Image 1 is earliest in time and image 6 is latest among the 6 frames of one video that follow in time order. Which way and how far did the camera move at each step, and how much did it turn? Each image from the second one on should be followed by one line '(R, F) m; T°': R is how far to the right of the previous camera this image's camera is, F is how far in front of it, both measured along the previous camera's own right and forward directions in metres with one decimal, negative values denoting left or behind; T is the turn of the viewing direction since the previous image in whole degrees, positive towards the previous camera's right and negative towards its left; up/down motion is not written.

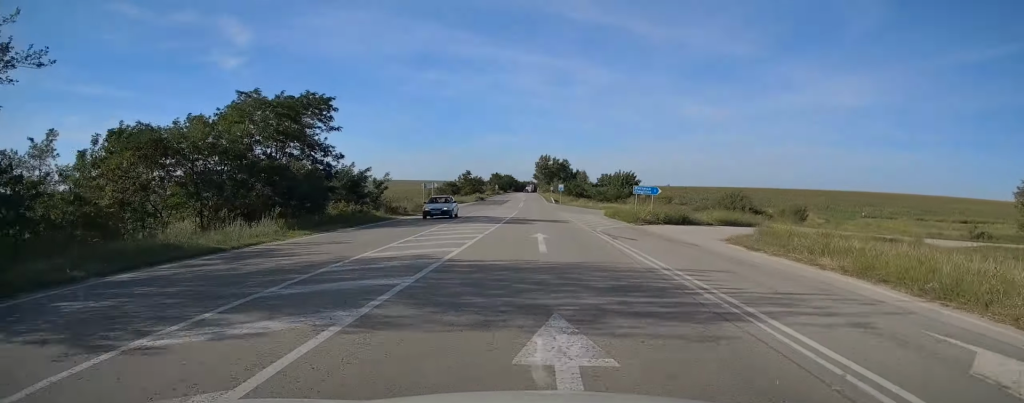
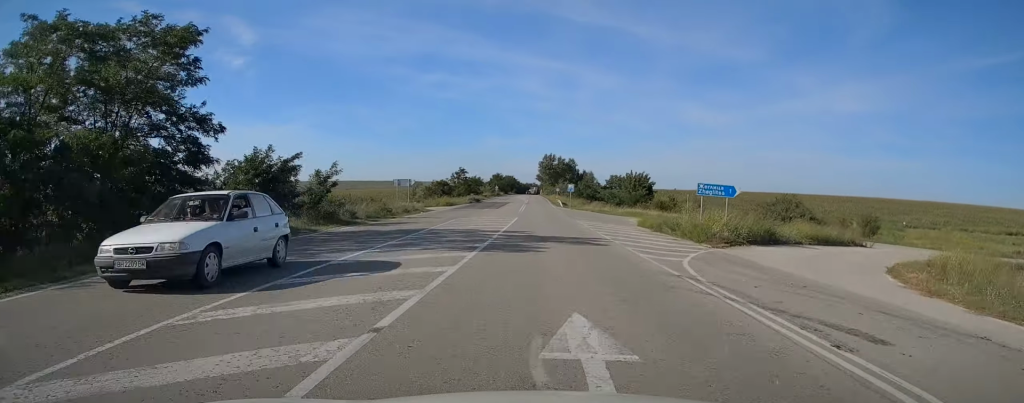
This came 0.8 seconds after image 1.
(-0.1, +14.6) m; 0°
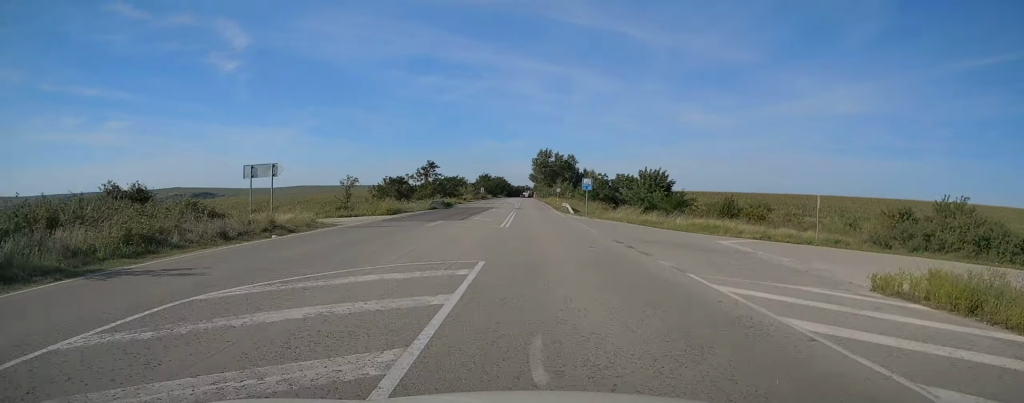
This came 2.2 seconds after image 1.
(+0.1, +26.6) m; 0°
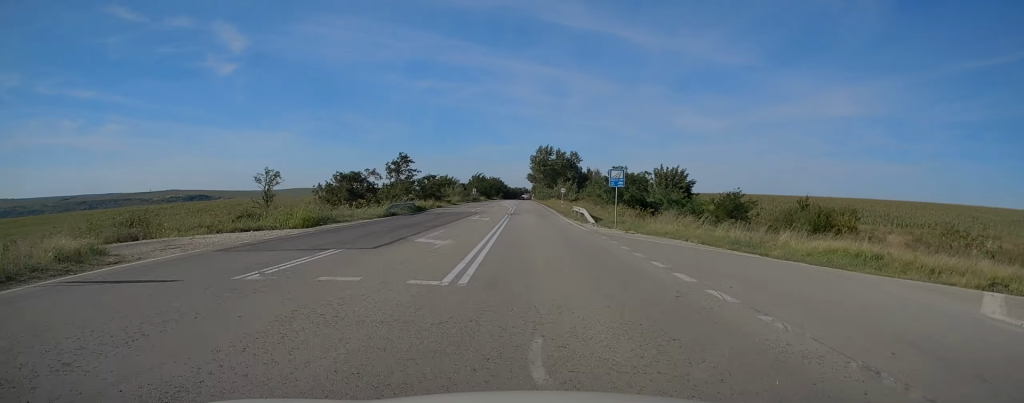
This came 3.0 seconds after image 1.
(-0.1, +16.1) m; 0°
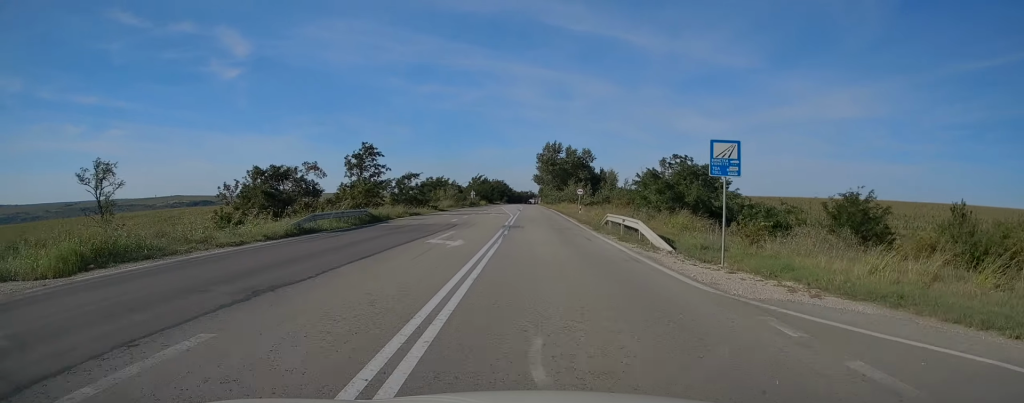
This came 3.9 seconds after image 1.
(+0.1, +16.0) m; 0°
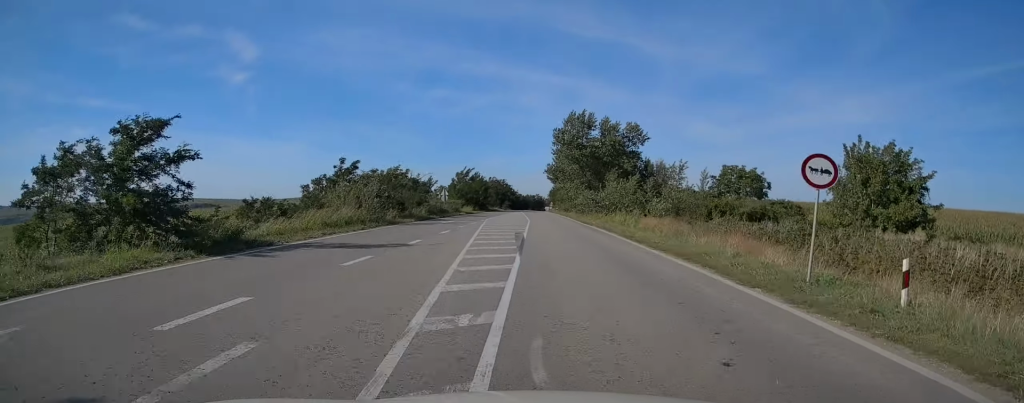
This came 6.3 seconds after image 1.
(-0.4, +44.9) m; -1°
